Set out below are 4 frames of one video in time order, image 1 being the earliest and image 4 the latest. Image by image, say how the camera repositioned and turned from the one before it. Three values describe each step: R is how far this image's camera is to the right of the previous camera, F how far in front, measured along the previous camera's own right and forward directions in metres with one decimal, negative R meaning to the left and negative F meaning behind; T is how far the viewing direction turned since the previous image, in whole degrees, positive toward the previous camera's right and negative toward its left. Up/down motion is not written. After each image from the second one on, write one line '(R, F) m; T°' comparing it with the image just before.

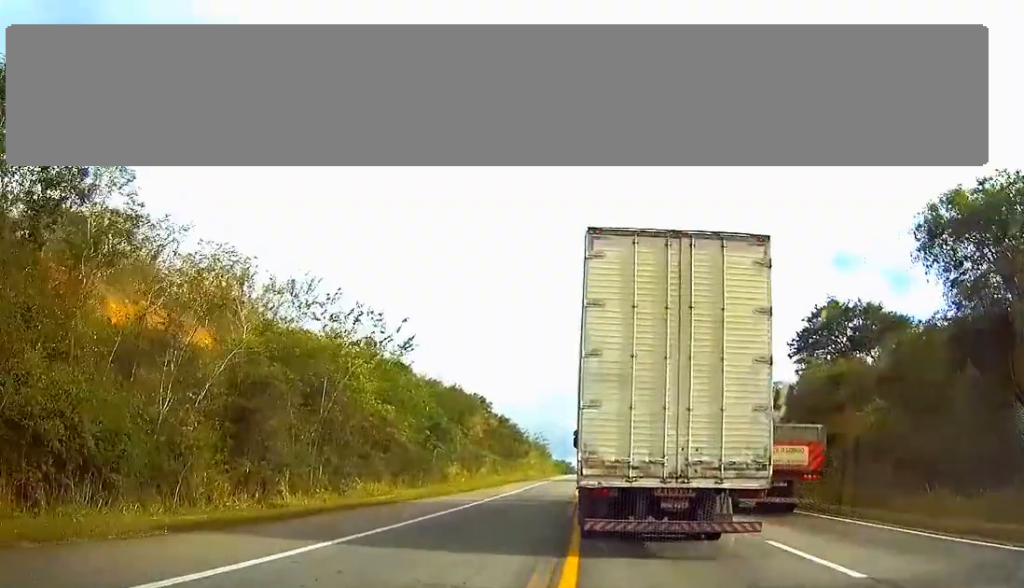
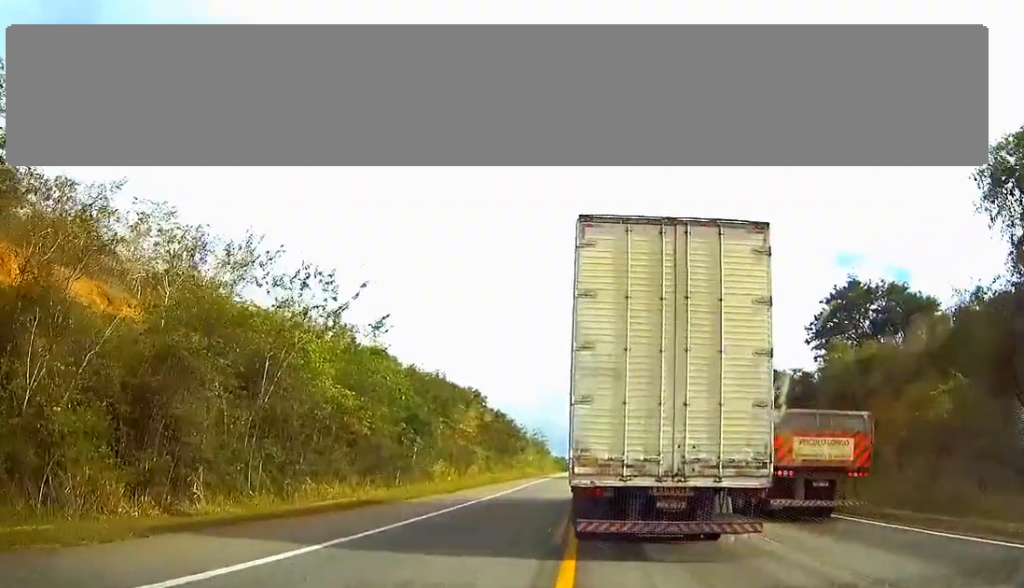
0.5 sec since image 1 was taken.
(0.0, +6.7) m; 0°
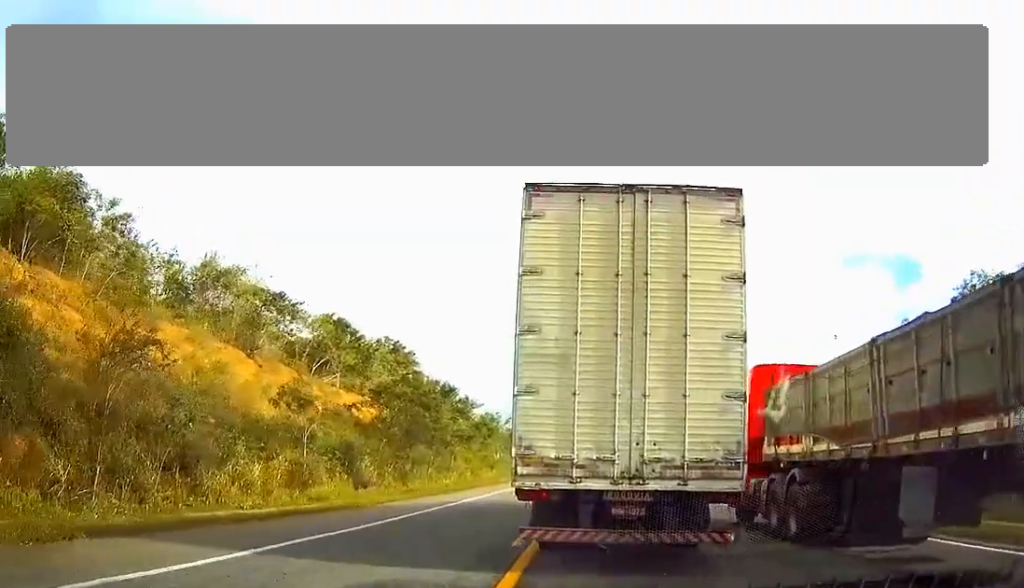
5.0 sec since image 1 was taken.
(-1.8, +50.1) m; -1°
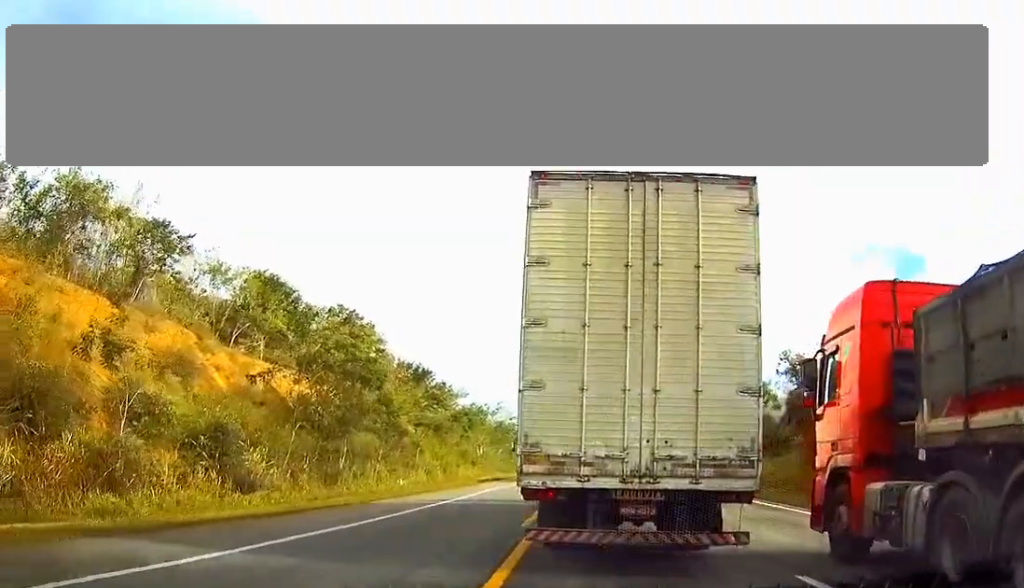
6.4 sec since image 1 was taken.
(+1.6, +14.5) m; +3°
